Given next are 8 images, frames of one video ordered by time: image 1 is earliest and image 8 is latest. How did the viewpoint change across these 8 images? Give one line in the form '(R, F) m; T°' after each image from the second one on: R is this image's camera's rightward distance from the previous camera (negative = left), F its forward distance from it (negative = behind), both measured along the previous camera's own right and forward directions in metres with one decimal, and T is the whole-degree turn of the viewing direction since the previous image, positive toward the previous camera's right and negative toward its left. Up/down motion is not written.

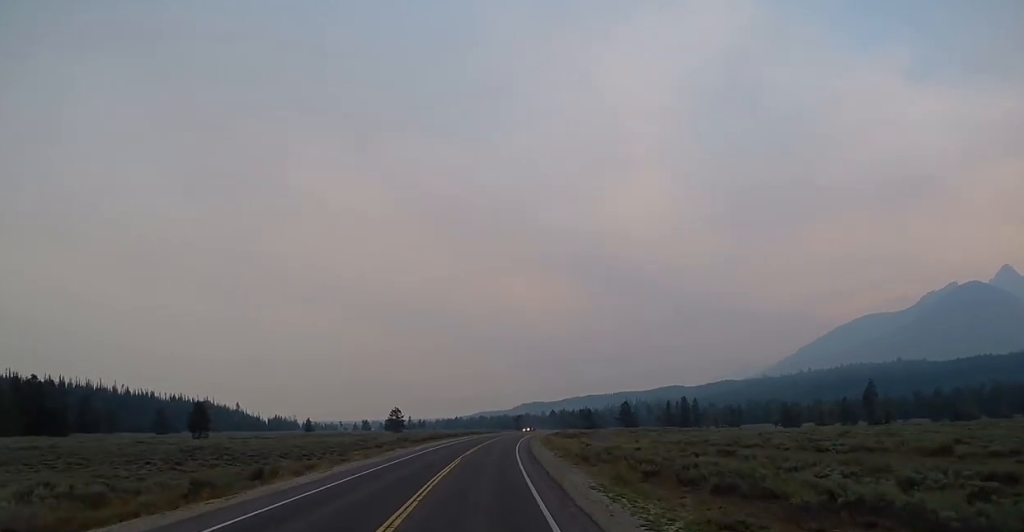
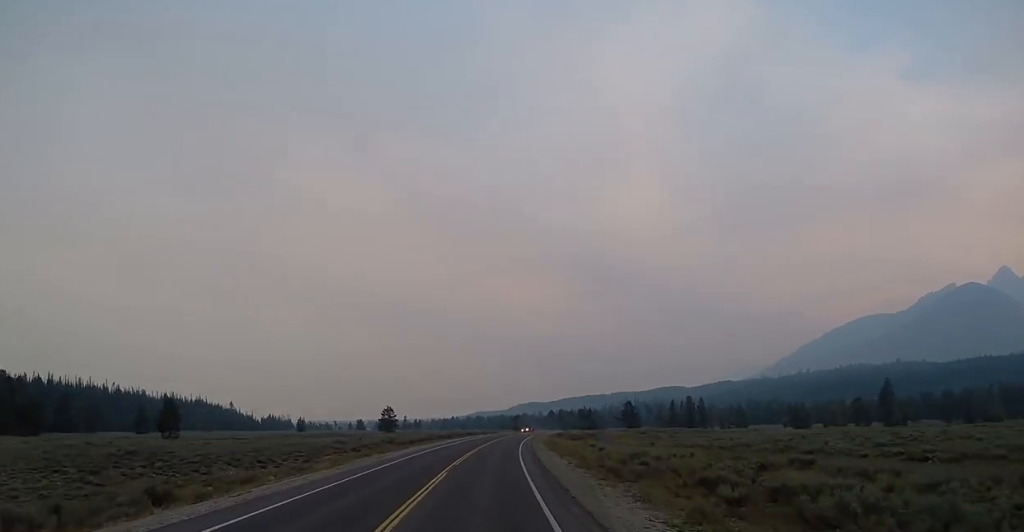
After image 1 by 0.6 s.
(+0.1, +10.6) m; 0°
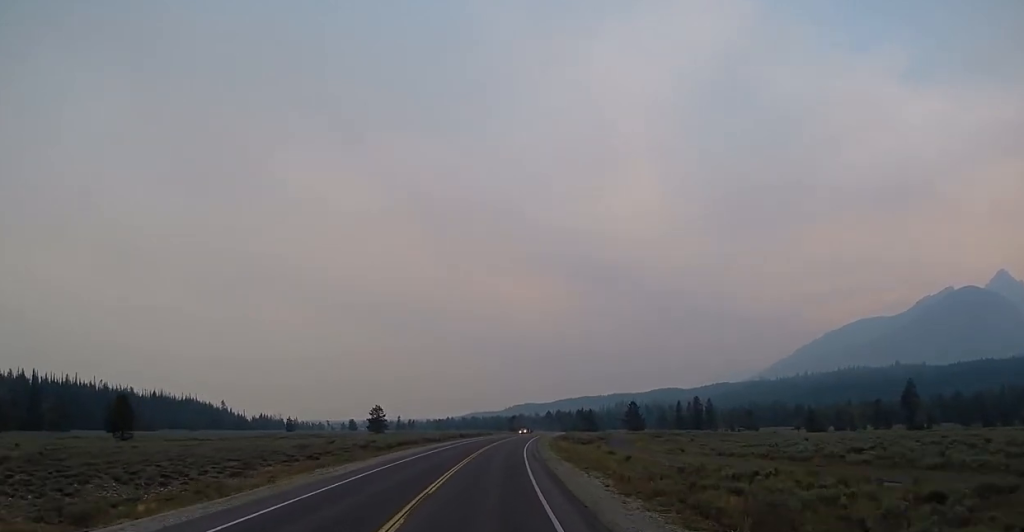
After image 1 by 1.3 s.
(-0.1, +13.5) m; 0°
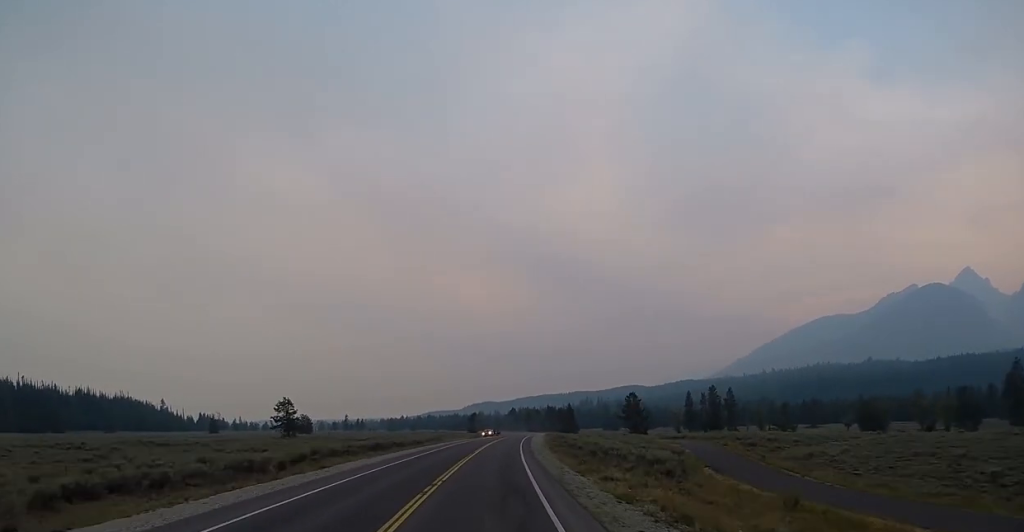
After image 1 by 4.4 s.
(+1.8, +57.5) m; +4°
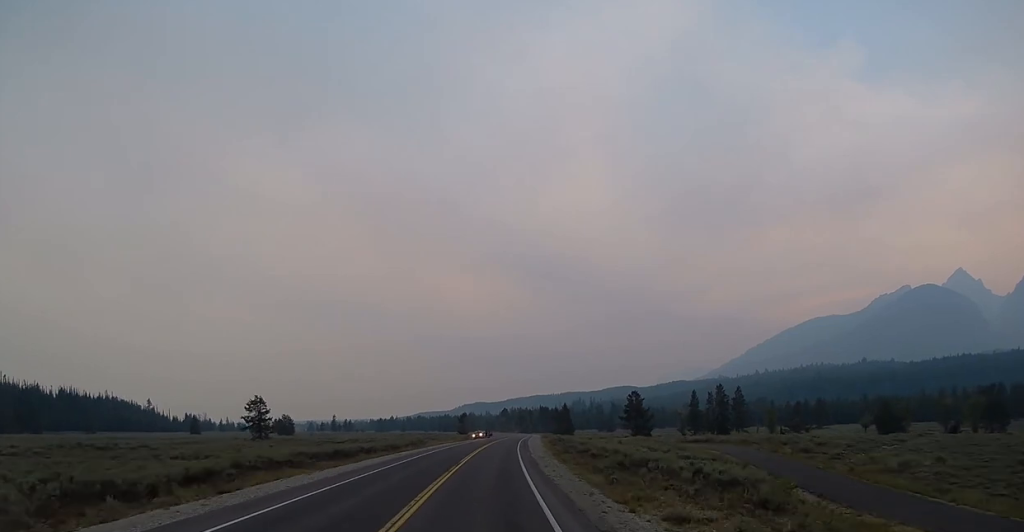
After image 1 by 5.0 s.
(+0.2, +12.8) m; +1°
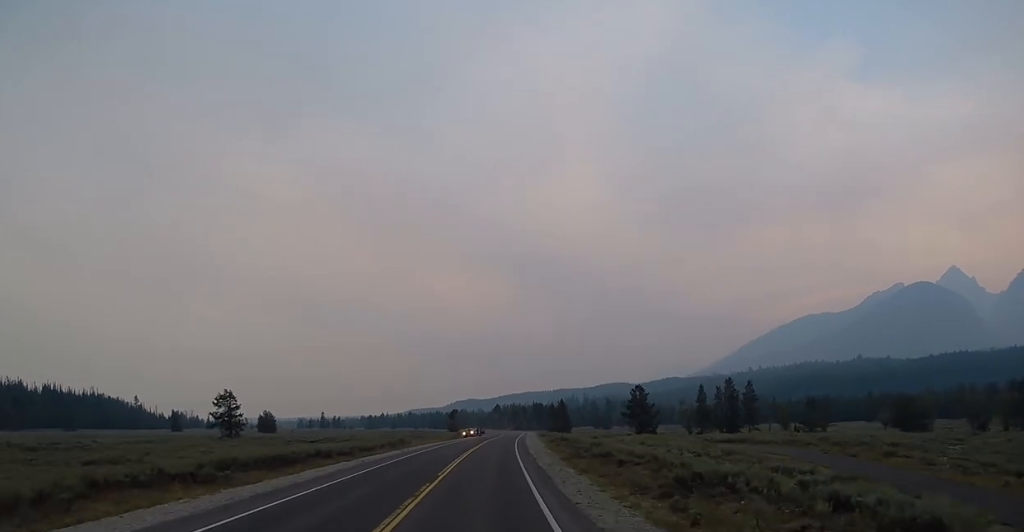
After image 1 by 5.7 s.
(0.0, +11.8) m; +1°
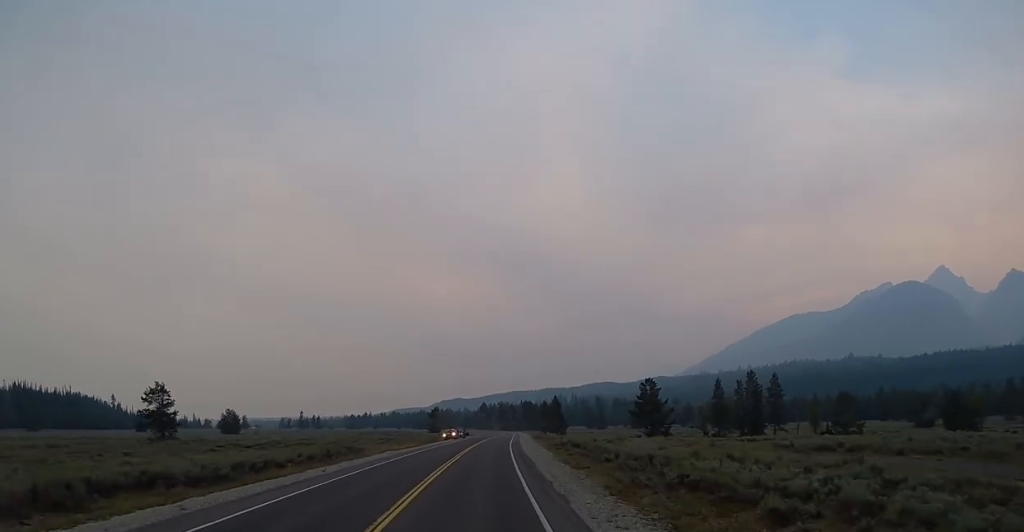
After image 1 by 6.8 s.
(+0.4, +21.2) m; +1°
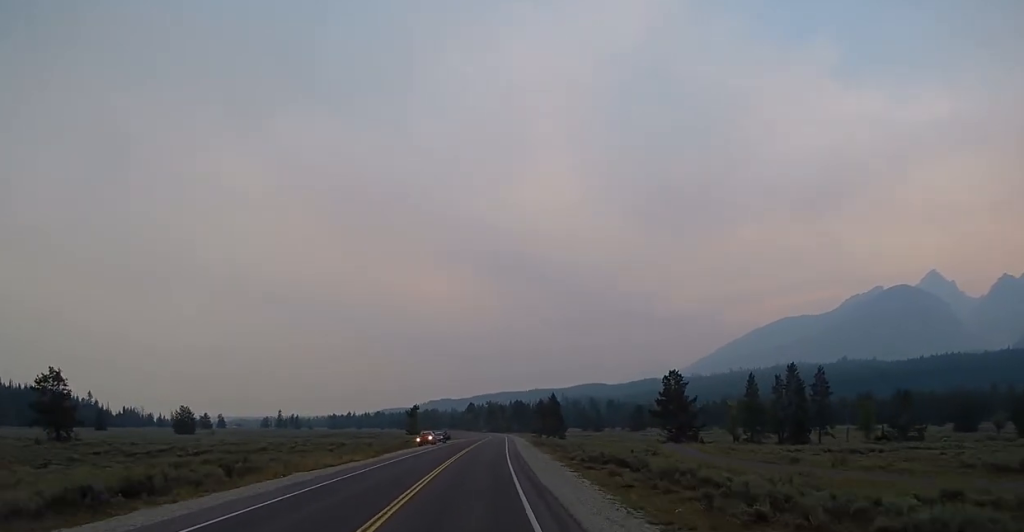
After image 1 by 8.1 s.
(-0.1, +24.1) m; 0°
